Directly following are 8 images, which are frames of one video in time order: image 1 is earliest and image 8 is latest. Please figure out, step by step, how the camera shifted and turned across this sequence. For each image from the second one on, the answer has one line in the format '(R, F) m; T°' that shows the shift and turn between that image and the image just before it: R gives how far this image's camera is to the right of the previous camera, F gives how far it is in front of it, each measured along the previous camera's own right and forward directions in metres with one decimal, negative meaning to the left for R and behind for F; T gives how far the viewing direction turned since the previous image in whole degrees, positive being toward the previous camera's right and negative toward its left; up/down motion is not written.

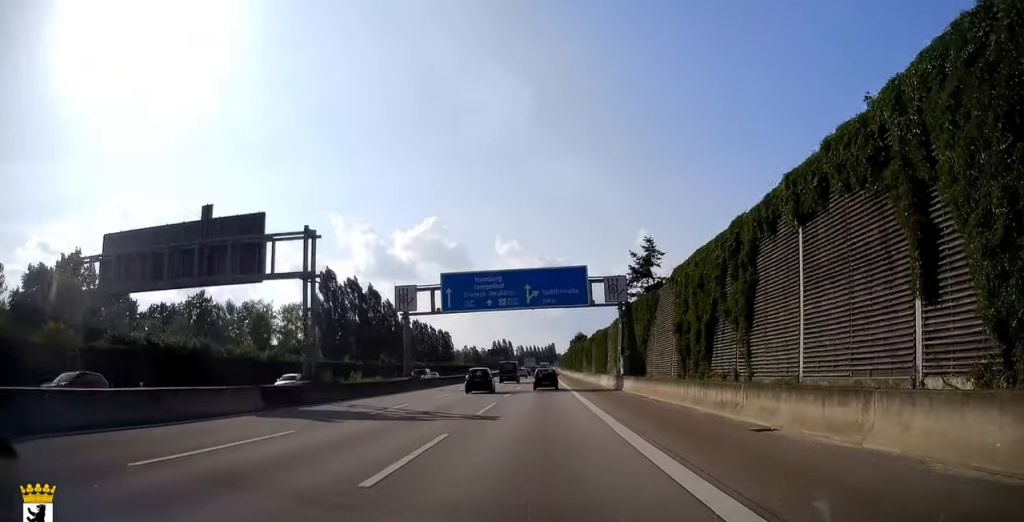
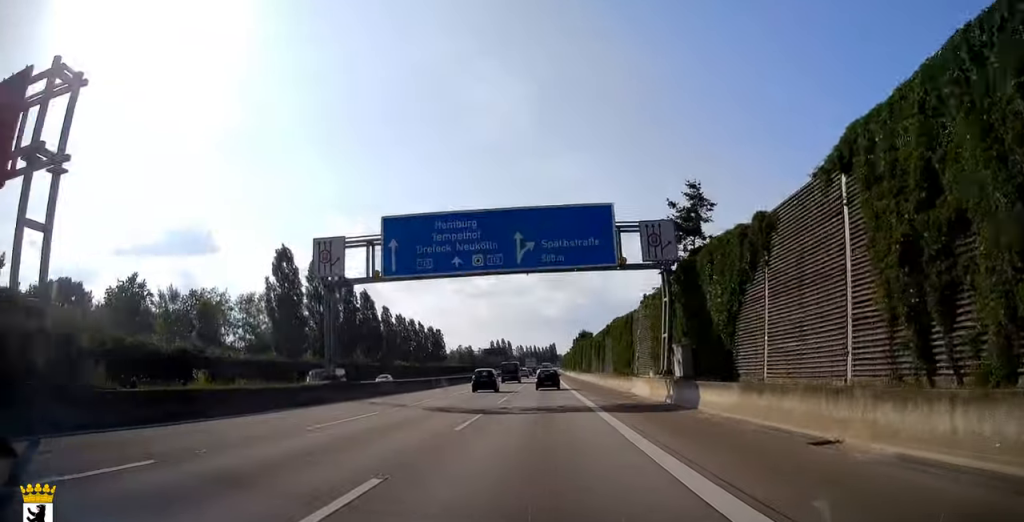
(0.0, +17.4) m; 0°
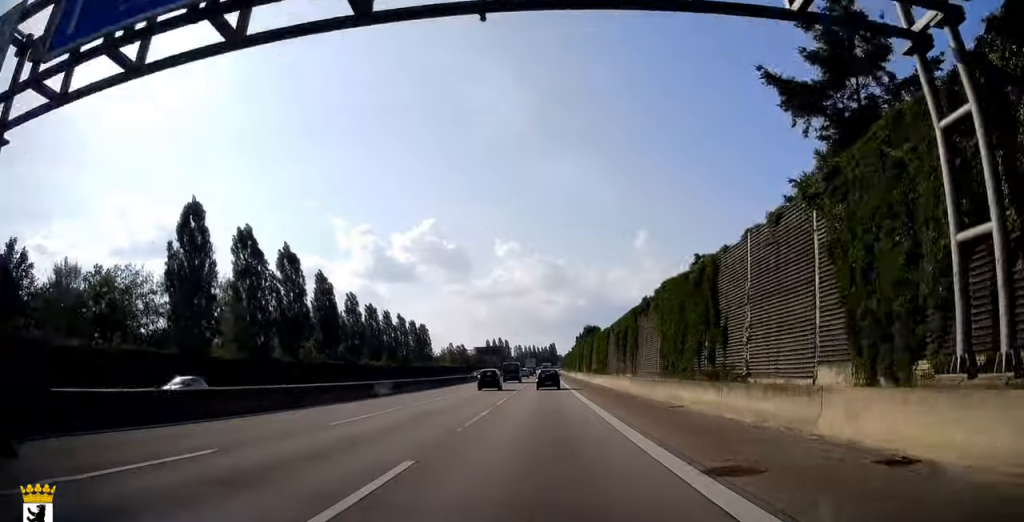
(0.0, +21.8) m; 0°
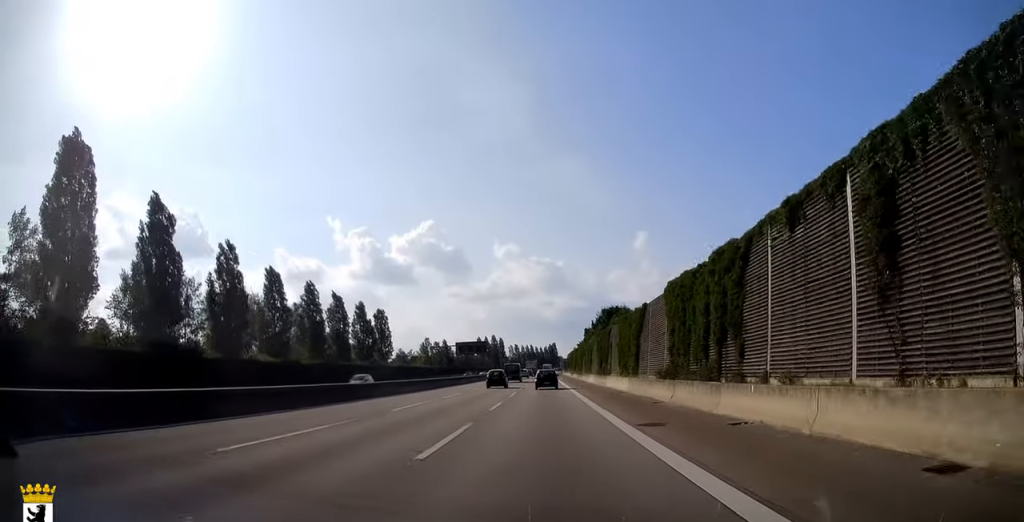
(+0.1, +42.1) m; 0°
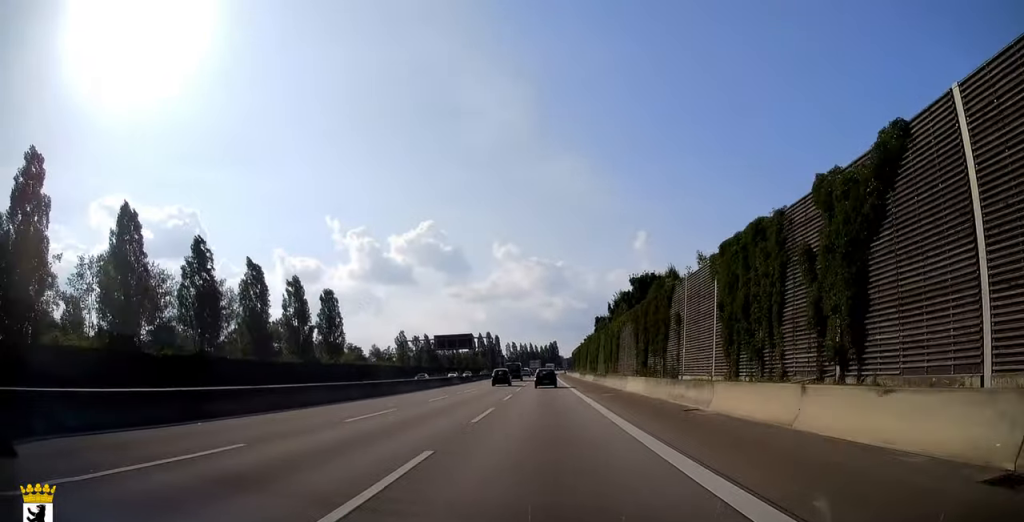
(-0.2, +29.0) m; 0°
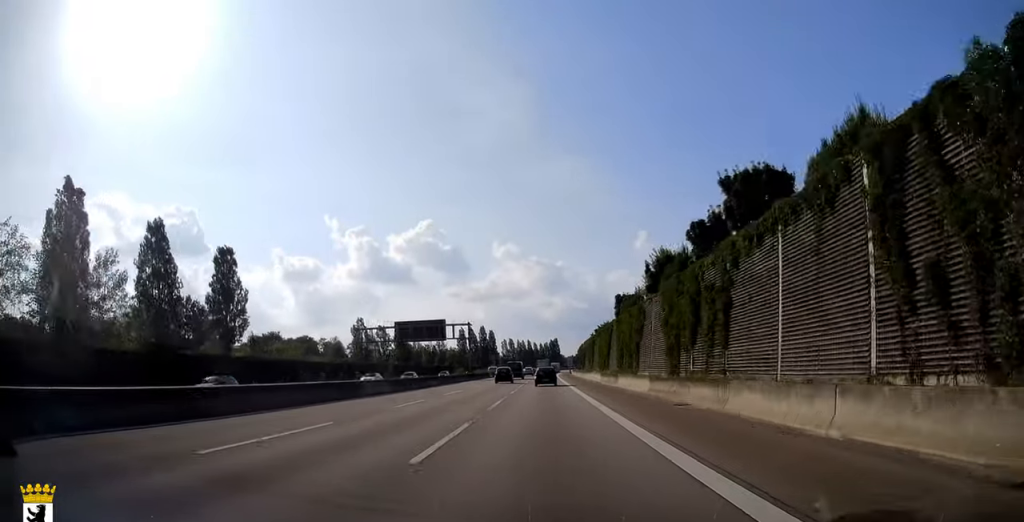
(+0.1, +31.6) m; 0°
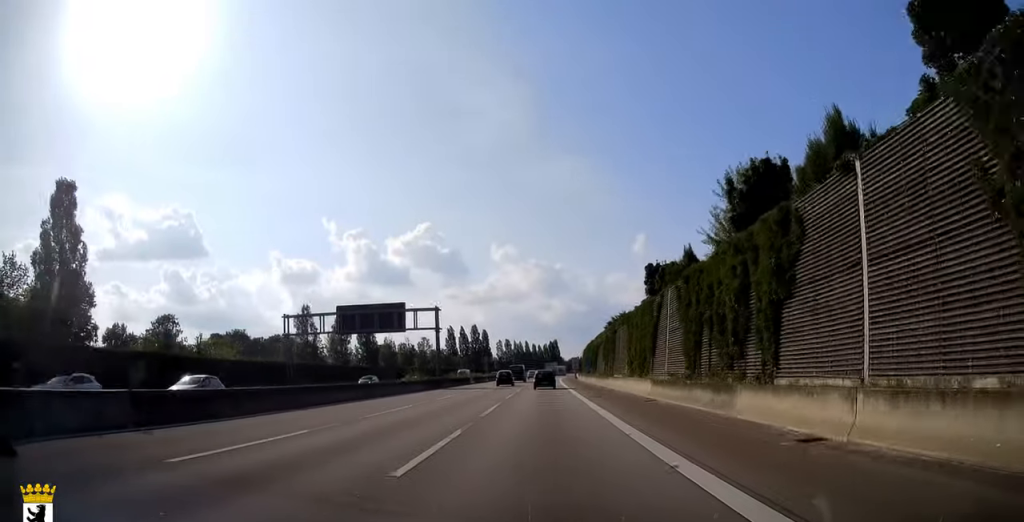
(-0.1, +24.3) m; 0°
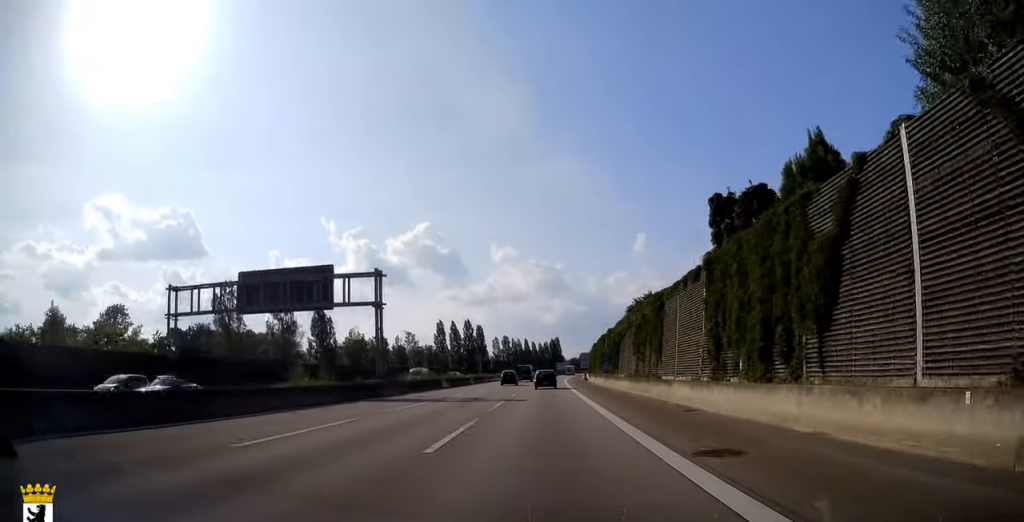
(+0.1, +22.1) m; 0°
